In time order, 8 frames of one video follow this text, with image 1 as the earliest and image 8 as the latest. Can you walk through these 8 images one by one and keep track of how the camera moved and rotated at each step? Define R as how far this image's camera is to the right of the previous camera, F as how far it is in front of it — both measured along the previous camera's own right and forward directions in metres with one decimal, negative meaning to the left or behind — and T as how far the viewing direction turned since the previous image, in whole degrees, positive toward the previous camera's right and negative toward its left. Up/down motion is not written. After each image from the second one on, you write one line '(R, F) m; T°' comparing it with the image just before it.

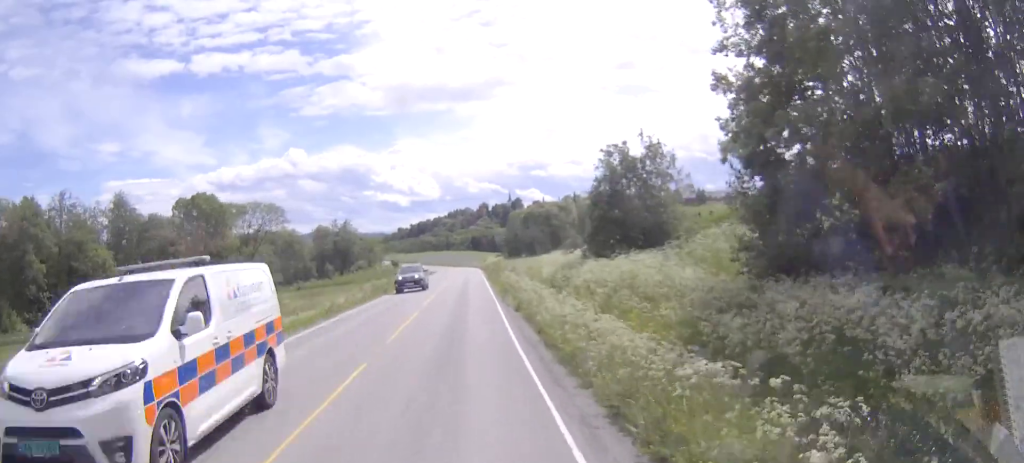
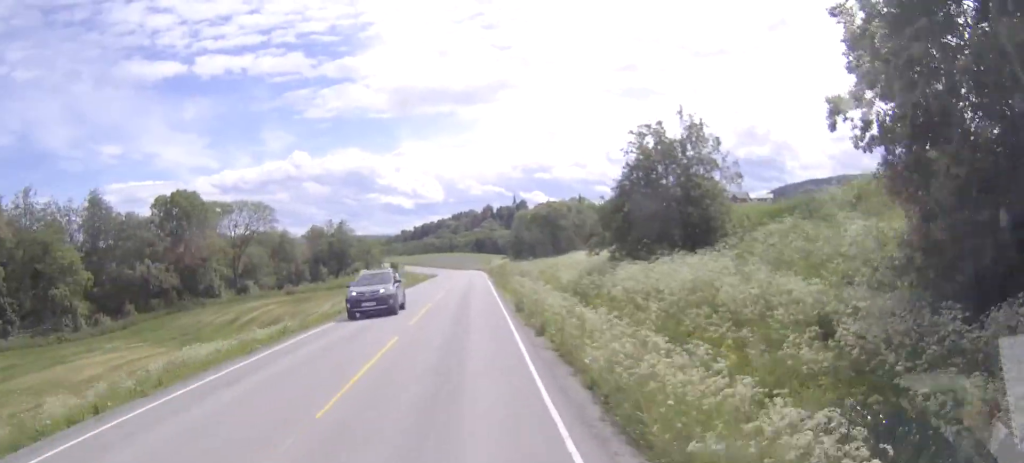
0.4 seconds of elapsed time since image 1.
(0.0, +7.0) m; 0°
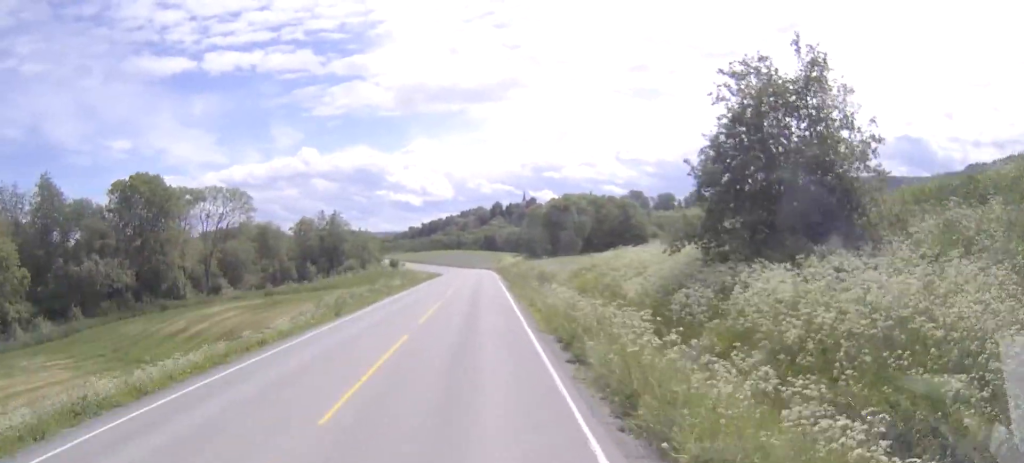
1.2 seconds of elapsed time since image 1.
(-0.1, +12.6) m; 0°
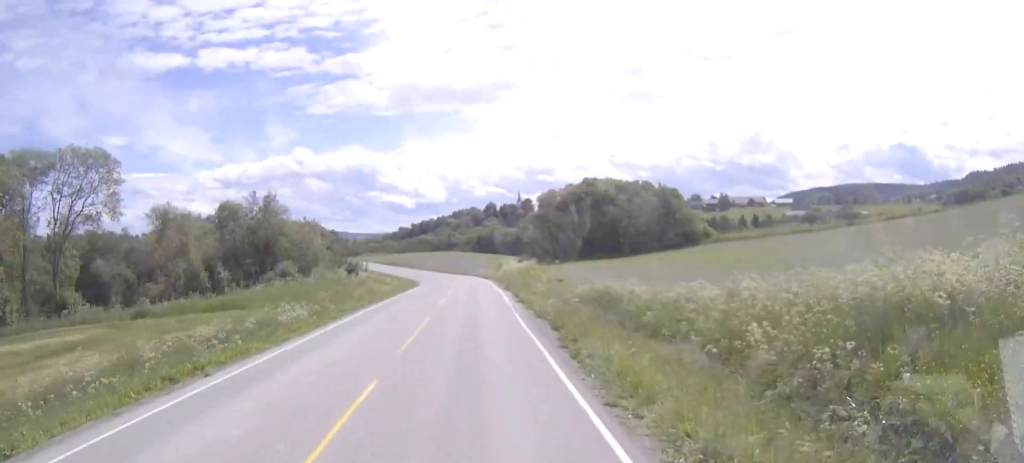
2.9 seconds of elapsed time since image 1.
(+0.1, +29.0) m; +1°
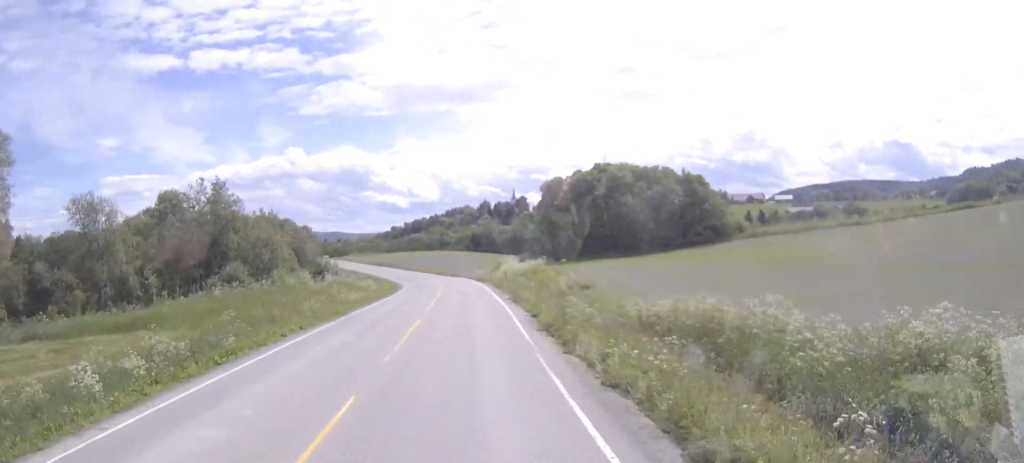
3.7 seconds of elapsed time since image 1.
(0.0, +13.5) m; 0°
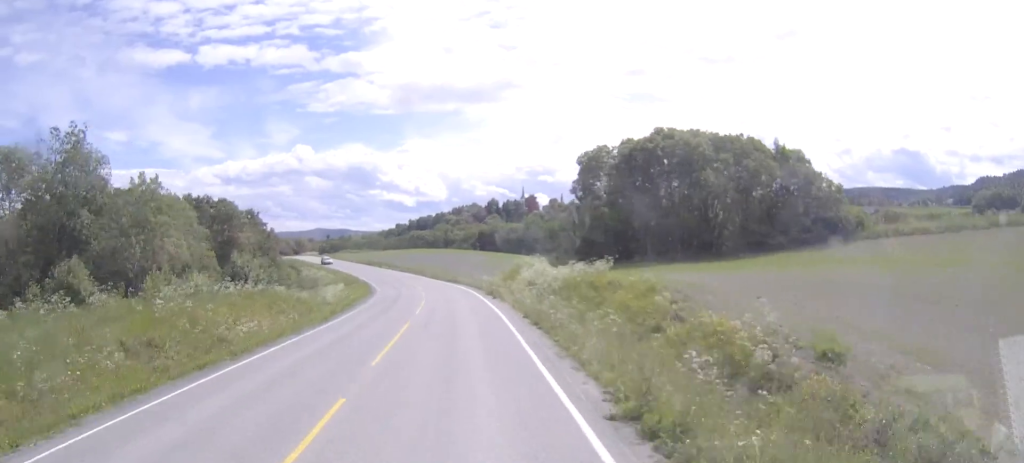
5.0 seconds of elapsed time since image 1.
(-0.1, +23.5) m; -1°
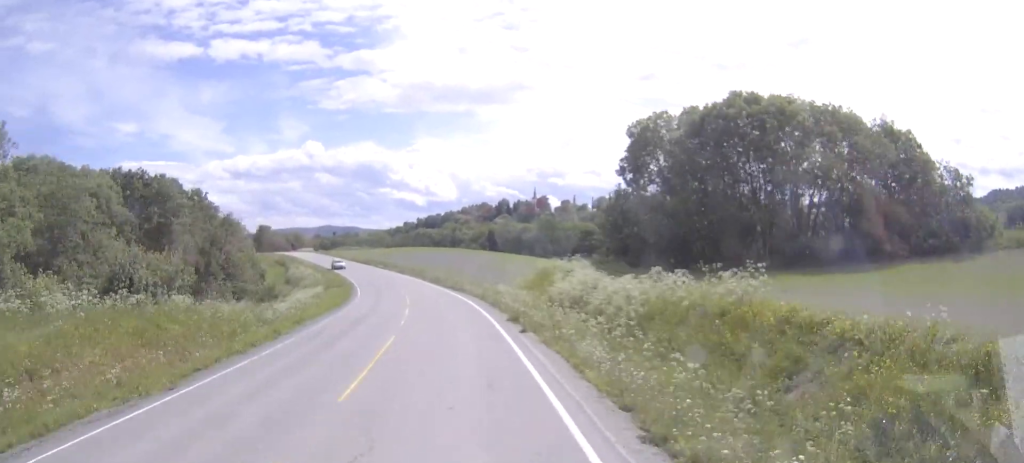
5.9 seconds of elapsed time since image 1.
(-0.1, +15.1) m; -1°
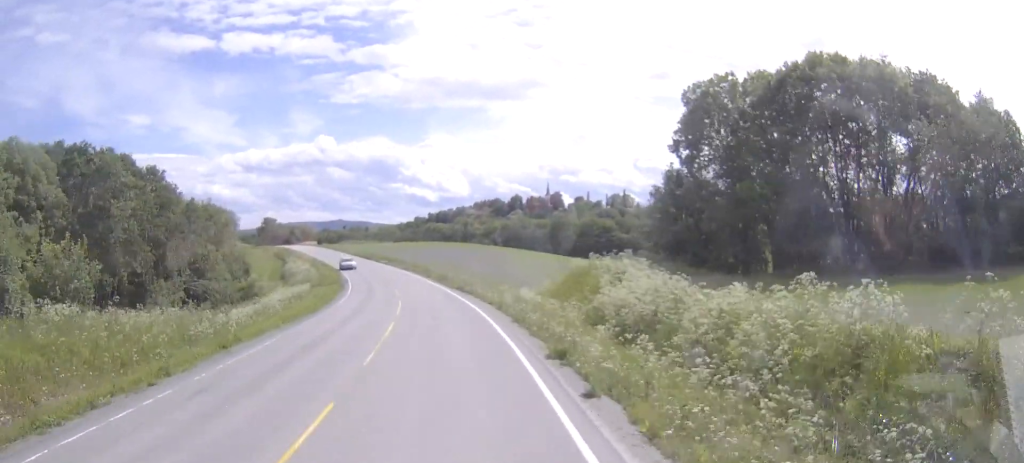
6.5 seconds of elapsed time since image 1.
(-0.1, +9.3) m; -1°
